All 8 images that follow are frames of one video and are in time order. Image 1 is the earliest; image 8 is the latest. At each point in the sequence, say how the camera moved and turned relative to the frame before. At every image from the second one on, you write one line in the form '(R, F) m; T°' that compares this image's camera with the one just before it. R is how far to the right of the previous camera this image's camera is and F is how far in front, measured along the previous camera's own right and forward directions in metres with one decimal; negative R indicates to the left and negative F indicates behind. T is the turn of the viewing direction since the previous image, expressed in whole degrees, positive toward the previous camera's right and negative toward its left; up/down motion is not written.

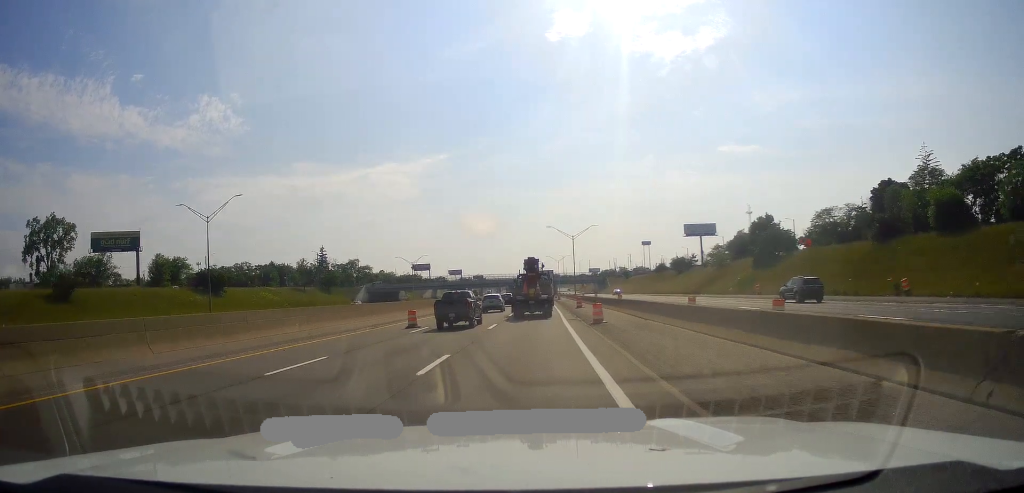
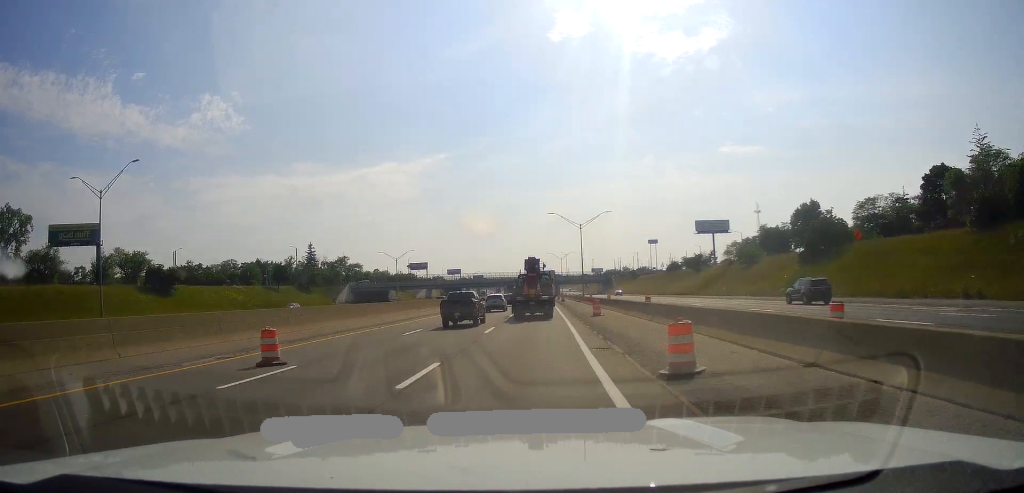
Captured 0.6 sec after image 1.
(+0.3, +17.5) m; 0°
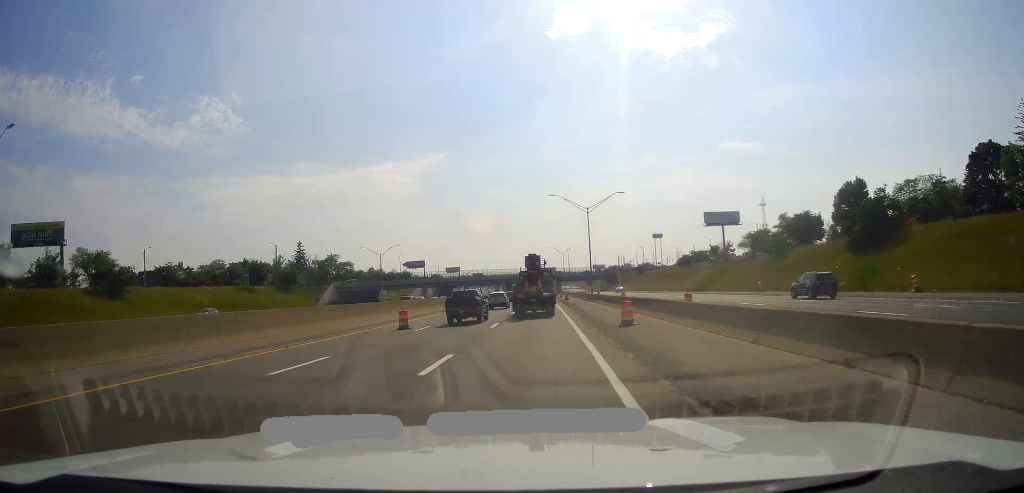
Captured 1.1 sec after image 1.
(+0.1, +13.6) m; 0°
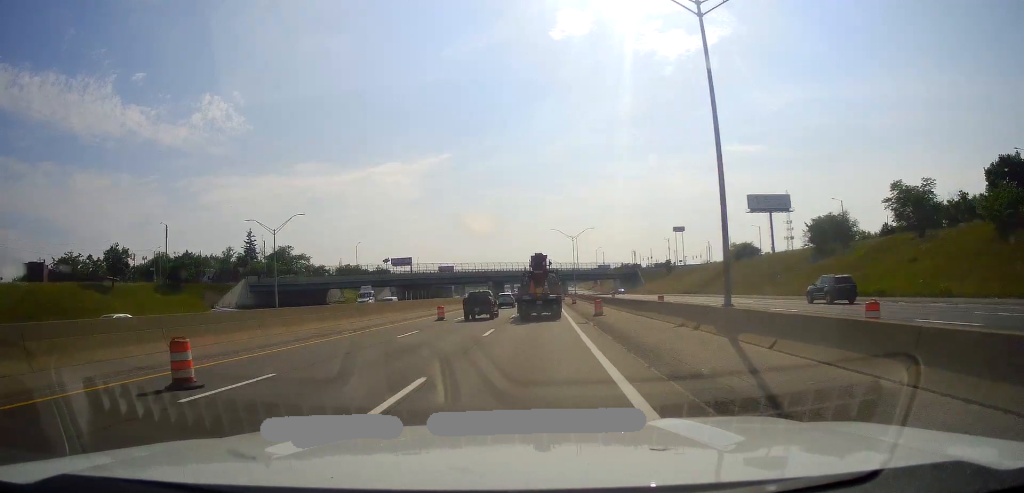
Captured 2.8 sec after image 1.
(-0.8, +49.8) m; -1°
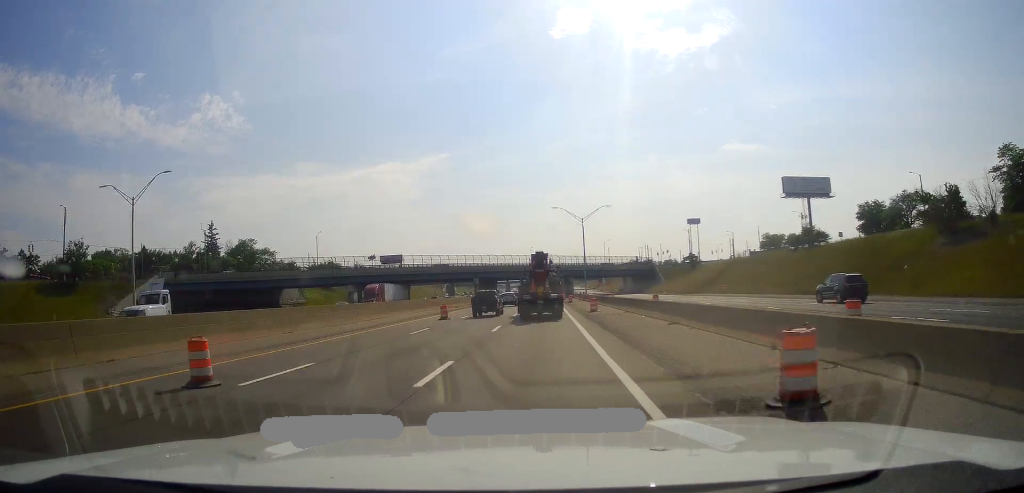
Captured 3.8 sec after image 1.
(+0.2, +28.4) m; +1°
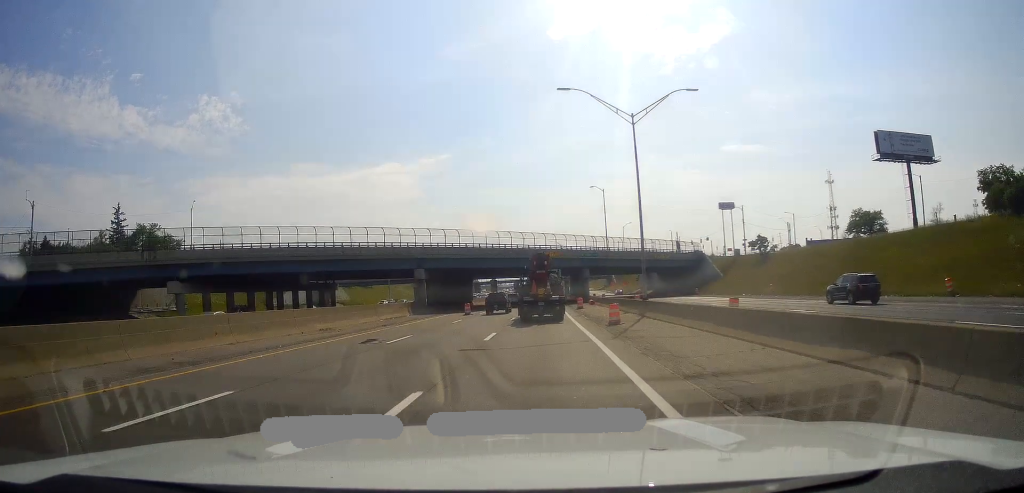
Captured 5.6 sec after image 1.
(-0.5, +50.1) m; -1°
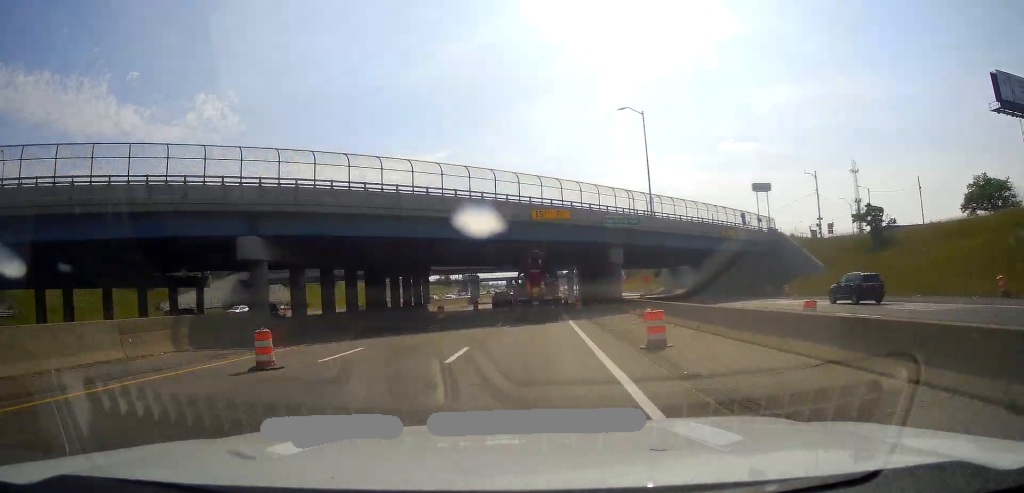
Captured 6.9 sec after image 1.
(+0.3, +37.3) m; +1°
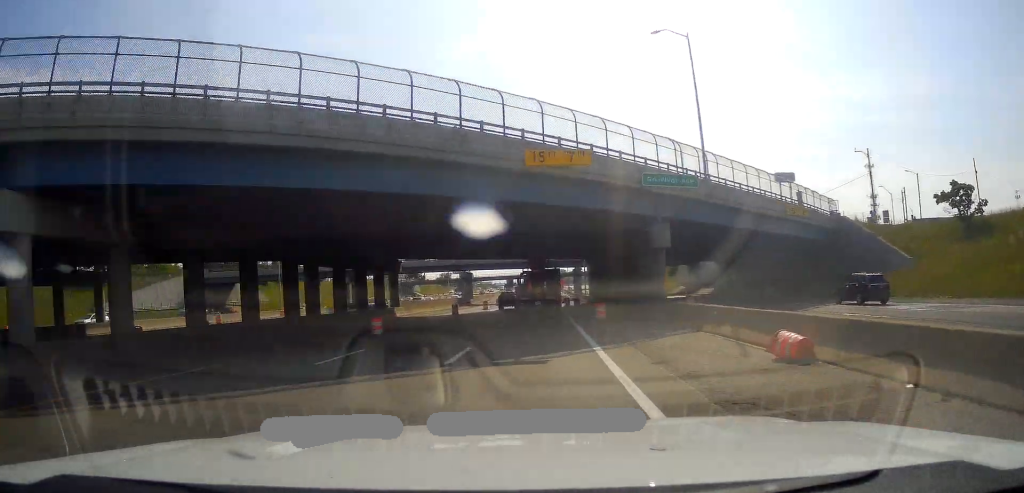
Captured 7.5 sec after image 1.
(-0.1, +15.8) m; 0°
